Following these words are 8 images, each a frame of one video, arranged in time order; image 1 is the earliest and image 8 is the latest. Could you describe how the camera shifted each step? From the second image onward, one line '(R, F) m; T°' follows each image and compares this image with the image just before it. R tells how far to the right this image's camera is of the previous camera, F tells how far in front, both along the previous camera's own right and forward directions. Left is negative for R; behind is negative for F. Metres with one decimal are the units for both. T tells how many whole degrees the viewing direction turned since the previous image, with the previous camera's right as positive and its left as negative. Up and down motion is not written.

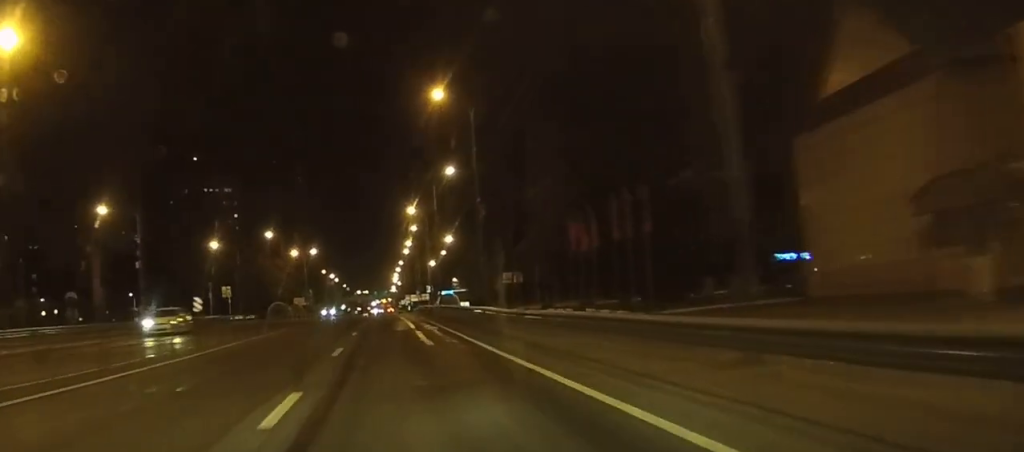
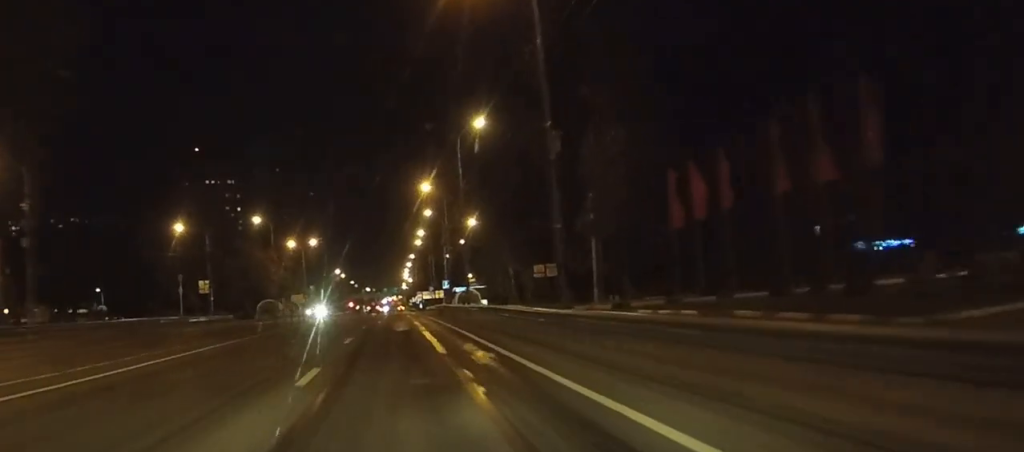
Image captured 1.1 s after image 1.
(-0.1, +20.1) m; 0°
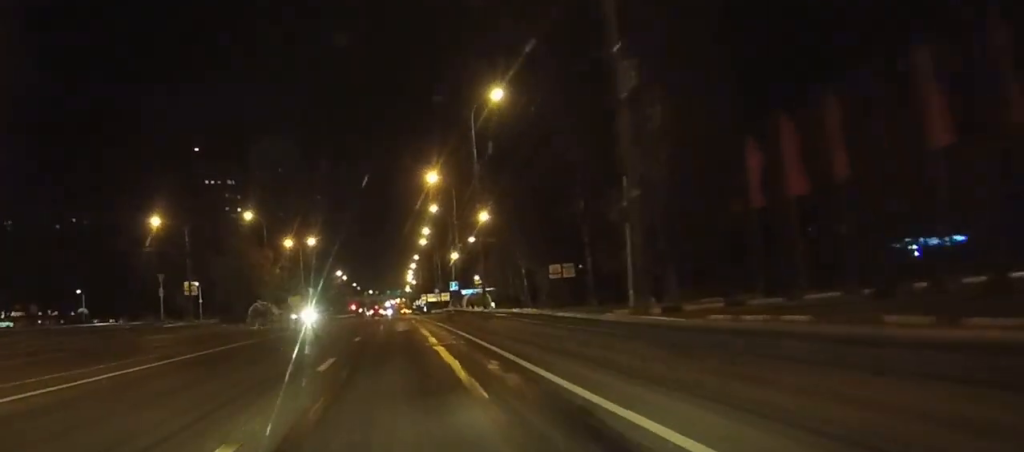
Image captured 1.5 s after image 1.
(0.0, +8.7) m; 0°
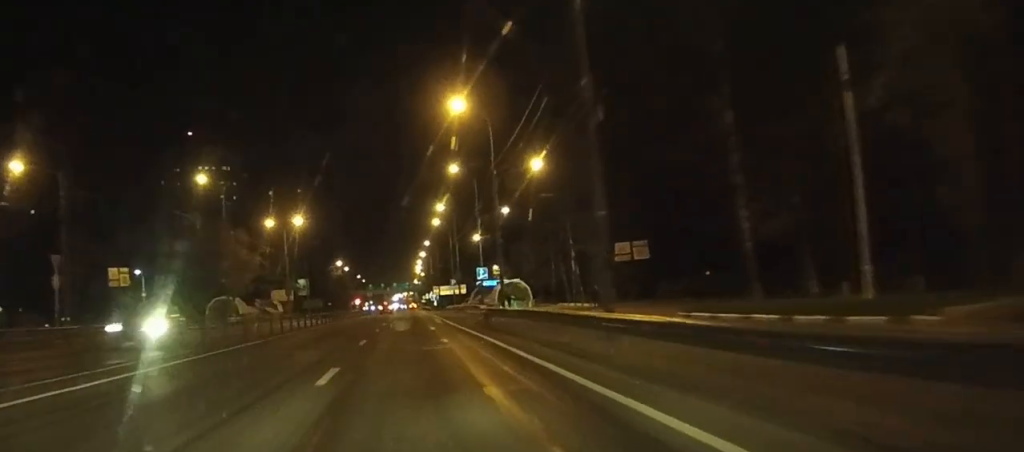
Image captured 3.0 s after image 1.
(-0.1, +27.0) m; 0°
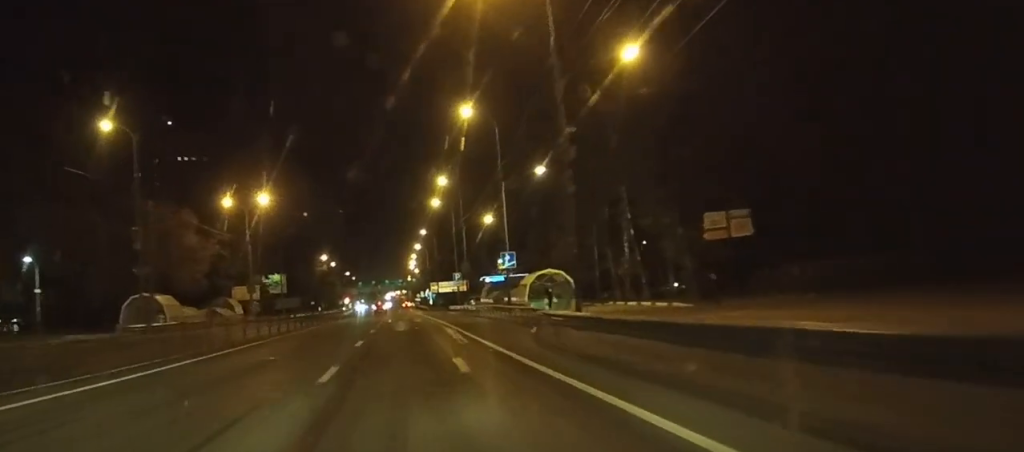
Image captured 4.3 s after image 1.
(+0.2, +22.9) m; 0°
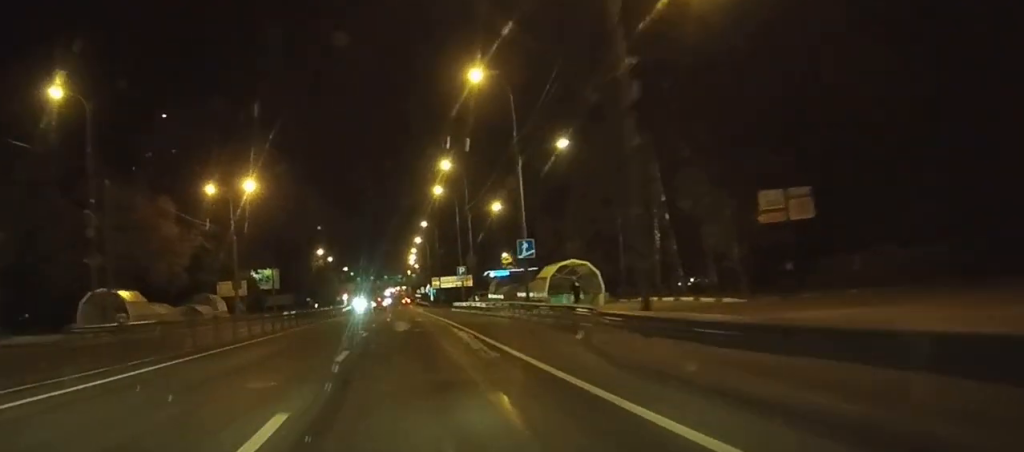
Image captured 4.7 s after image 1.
(0.0, +7.8) m; 0°
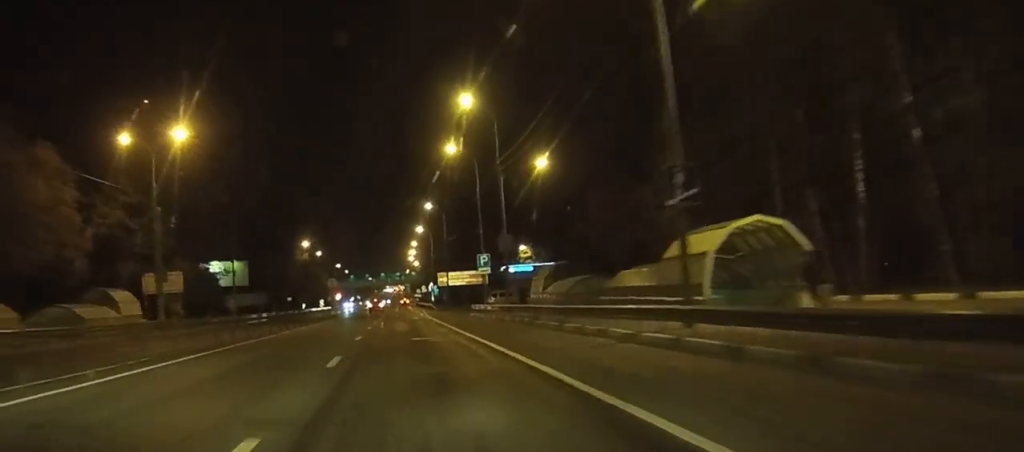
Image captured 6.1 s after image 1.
(-0.1, +25.2) m; 0°
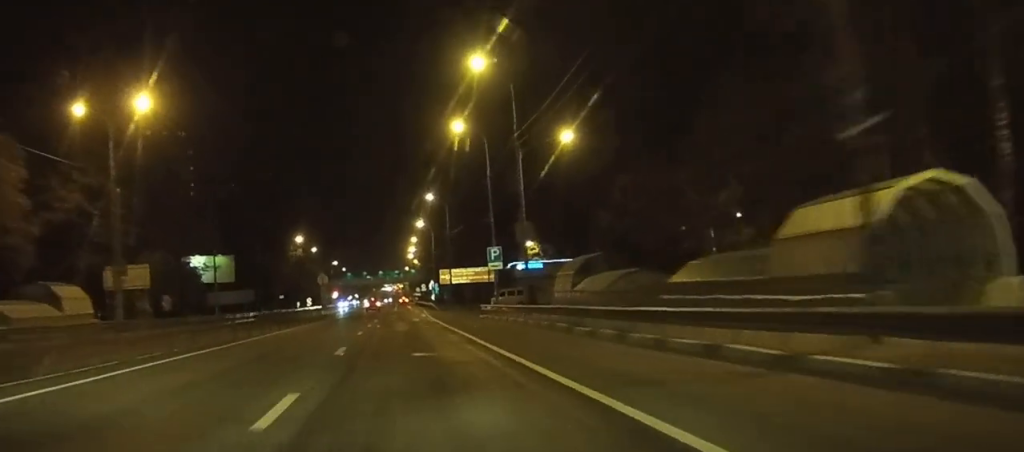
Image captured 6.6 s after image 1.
(0.0, +8.0) m; 0°
